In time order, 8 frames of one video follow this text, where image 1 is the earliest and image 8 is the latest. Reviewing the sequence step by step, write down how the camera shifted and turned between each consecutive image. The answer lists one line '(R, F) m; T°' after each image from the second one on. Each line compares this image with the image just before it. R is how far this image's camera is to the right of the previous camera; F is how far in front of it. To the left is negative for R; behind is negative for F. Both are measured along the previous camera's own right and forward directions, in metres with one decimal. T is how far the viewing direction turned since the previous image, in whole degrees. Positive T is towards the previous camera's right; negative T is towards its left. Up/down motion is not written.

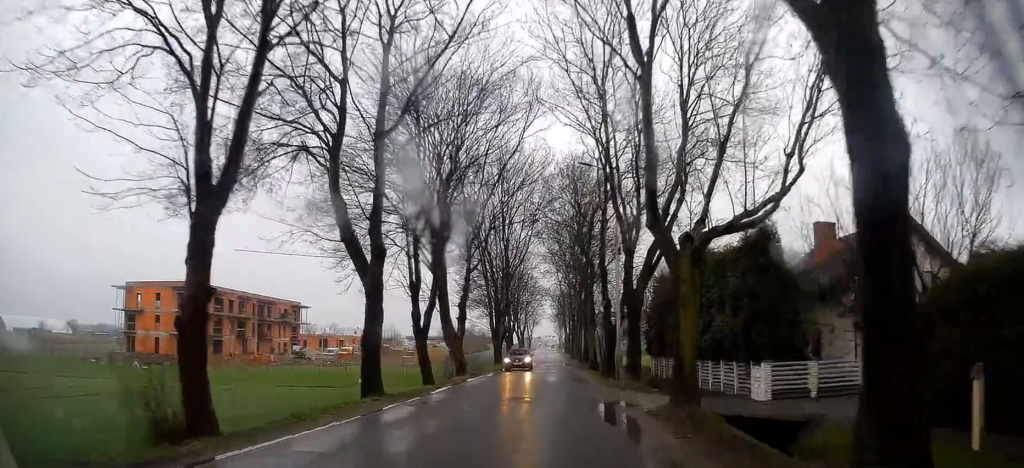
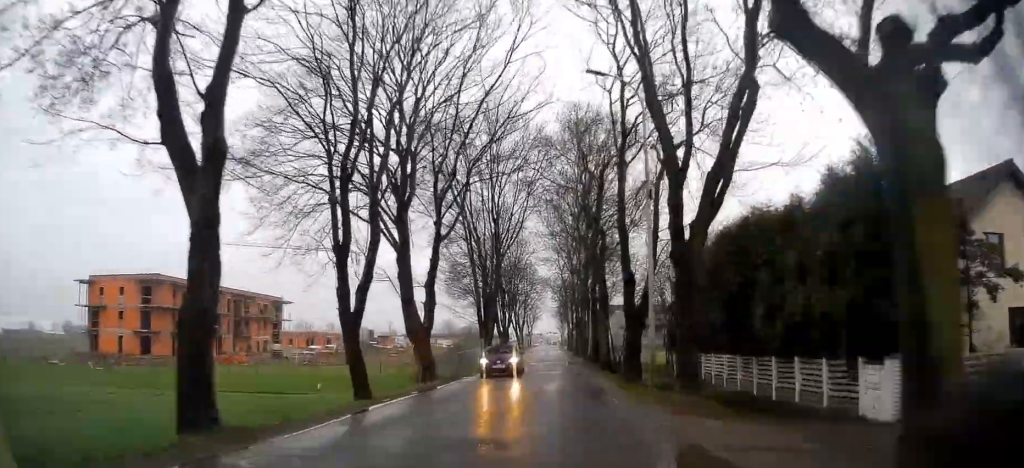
(-0.8, +9.4) m; -6°
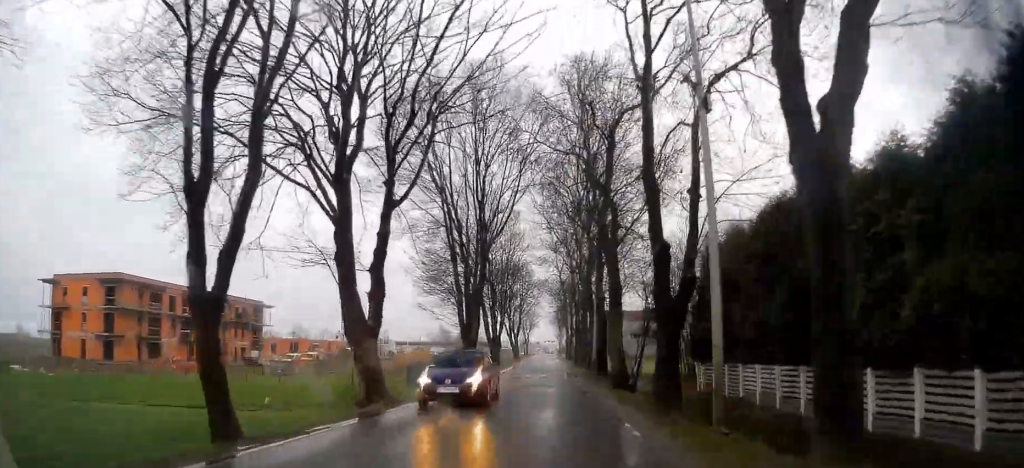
(-0.3, +7.5) m; -1°
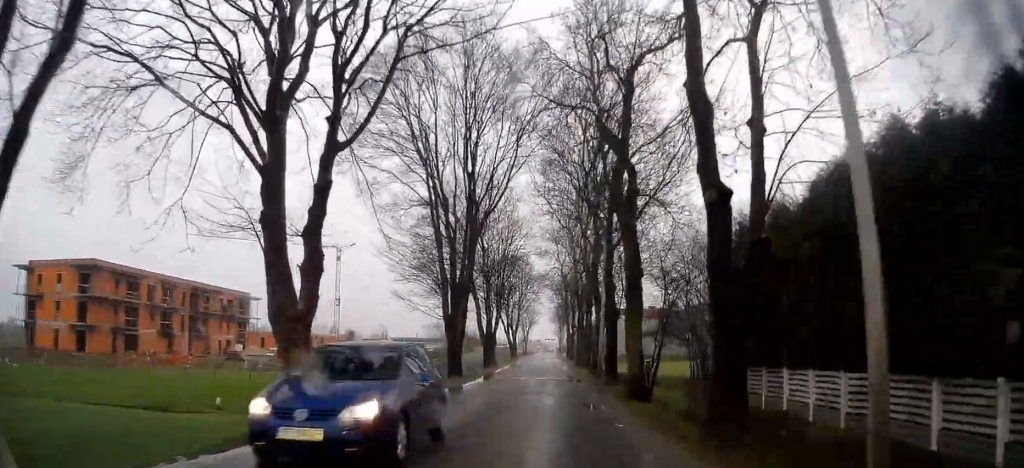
(+0.1, +5.0) m; 0°
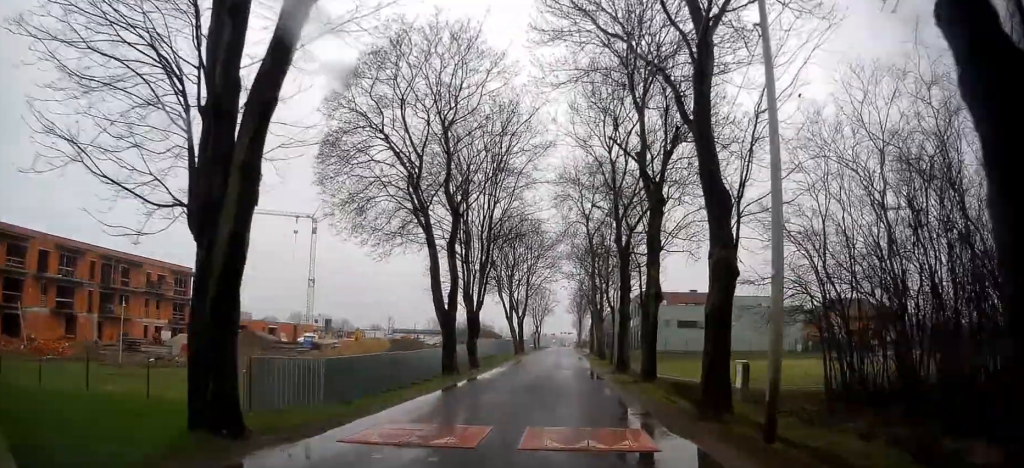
(0.0, +22.4) m; +2°
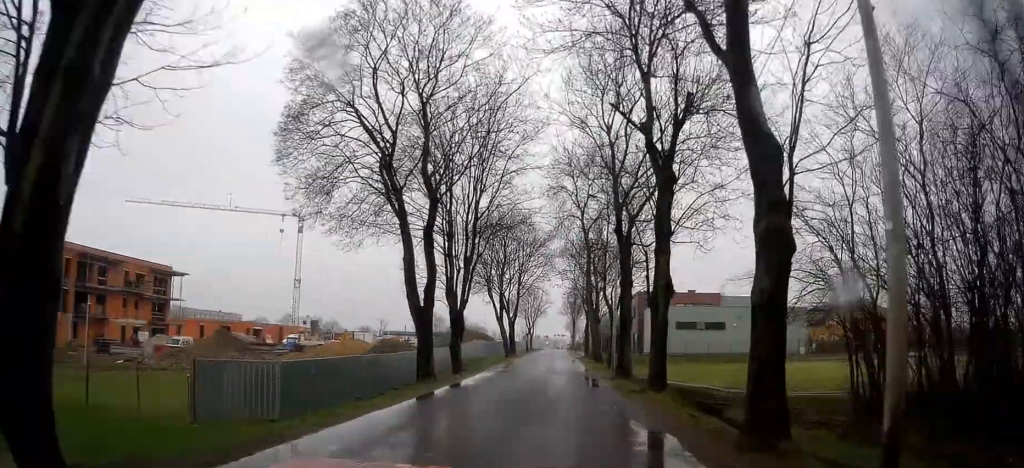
(+0.1, +3.3) m; 0°
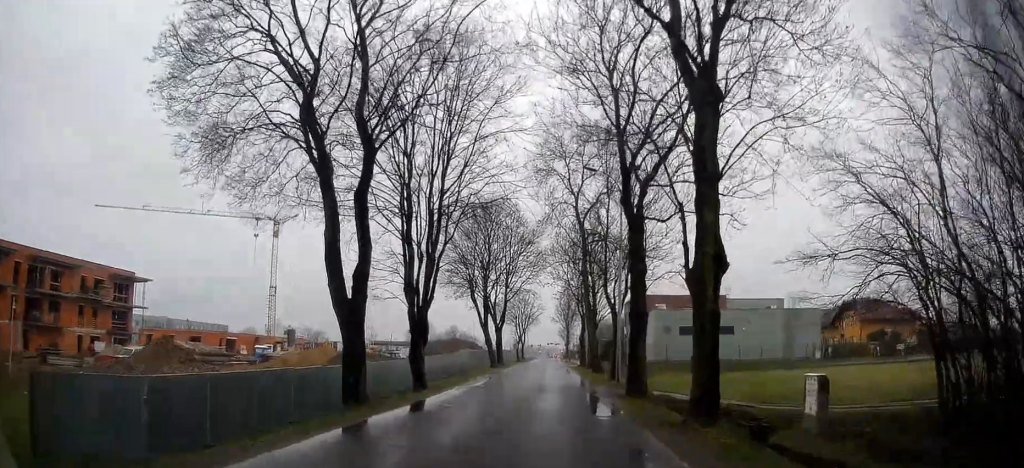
(+0.1, +6.8) m; -1°
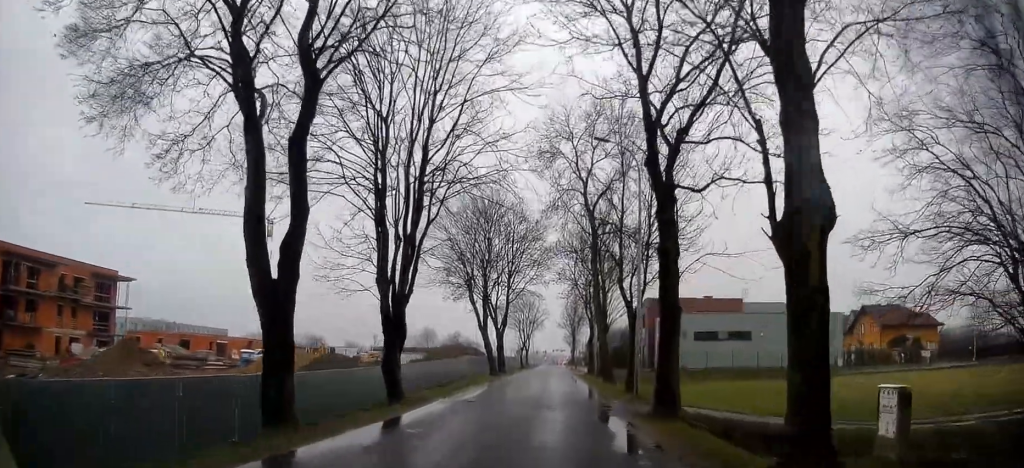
(-0.1, +4.6) m; -1°
